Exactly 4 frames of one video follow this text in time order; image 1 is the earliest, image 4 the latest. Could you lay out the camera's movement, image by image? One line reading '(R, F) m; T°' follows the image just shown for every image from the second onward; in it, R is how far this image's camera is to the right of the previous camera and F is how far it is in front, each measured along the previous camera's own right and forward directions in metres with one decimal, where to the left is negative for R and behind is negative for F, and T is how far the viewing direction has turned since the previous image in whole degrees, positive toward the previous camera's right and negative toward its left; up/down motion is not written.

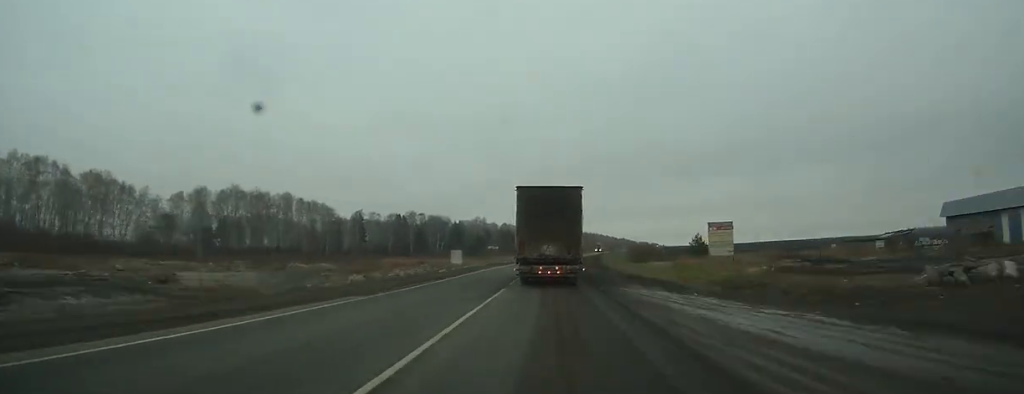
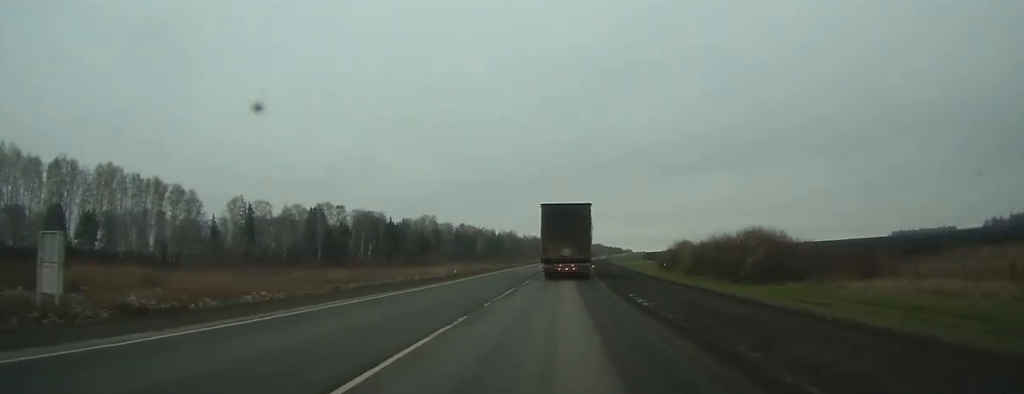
(+0.7, +83.2) m; +2°
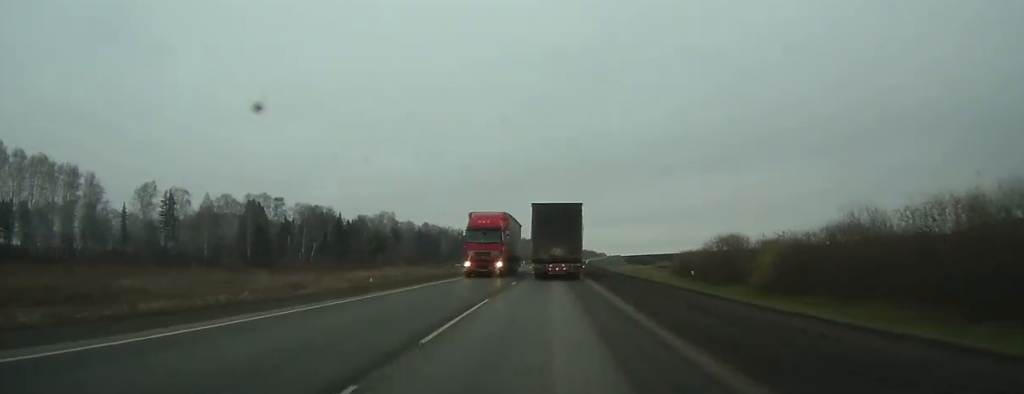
(+0.5, +30.7) m; +1°
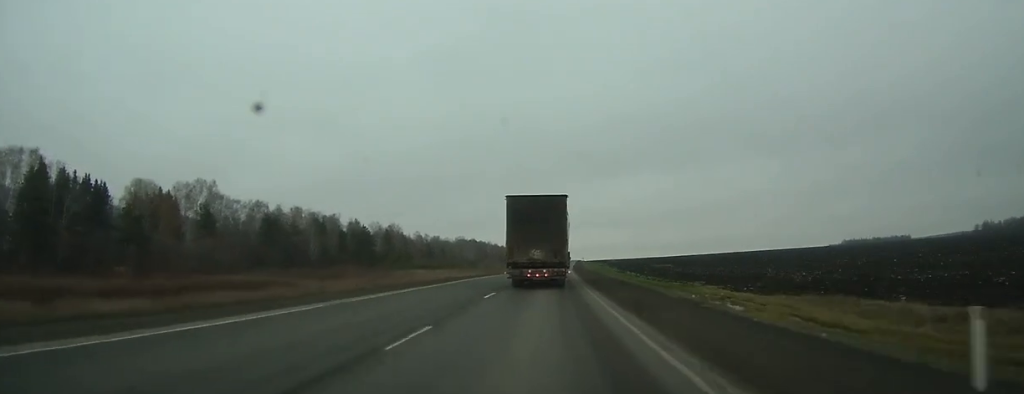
(+4.4, +126.1) m; +5°
